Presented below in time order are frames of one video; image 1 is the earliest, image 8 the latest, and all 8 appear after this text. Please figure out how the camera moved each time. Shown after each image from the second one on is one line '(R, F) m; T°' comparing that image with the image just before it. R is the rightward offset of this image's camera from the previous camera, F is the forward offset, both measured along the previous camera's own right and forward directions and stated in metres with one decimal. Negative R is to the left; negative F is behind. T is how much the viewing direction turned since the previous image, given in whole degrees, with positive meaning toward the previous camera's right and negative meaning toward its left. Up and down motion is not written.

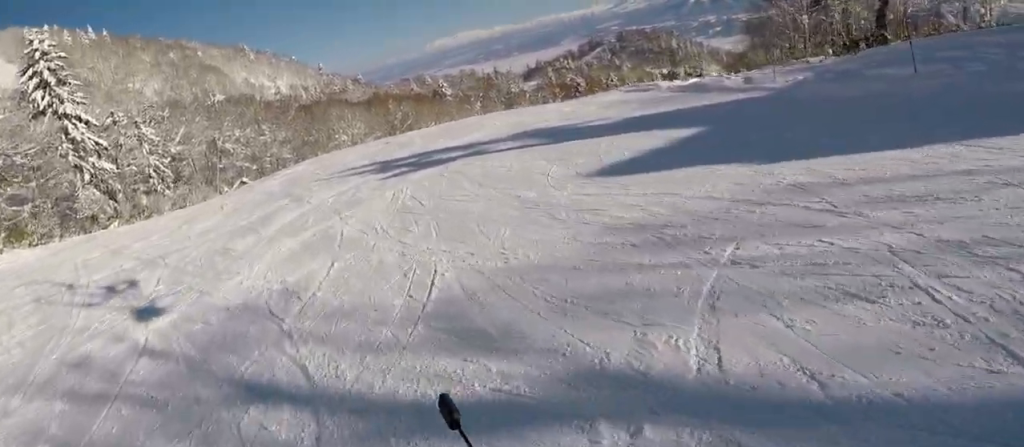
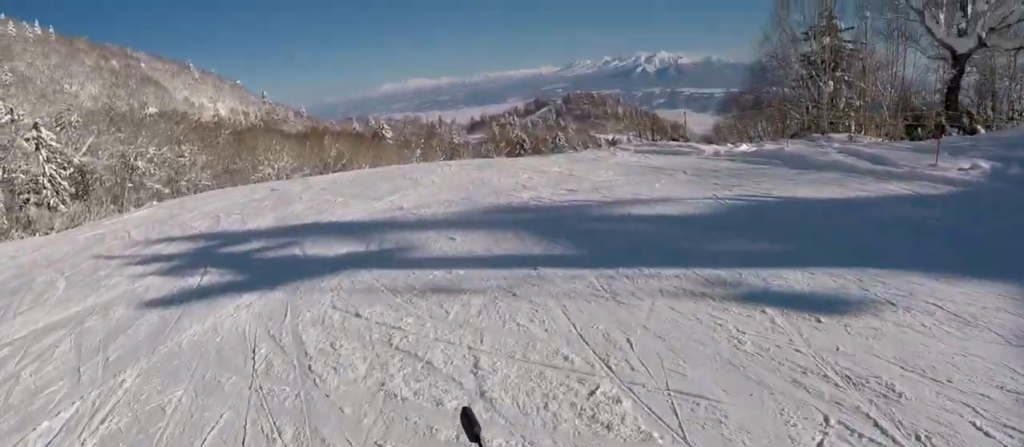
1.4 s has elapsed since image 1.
(-0.4, +10.7) m; +3°
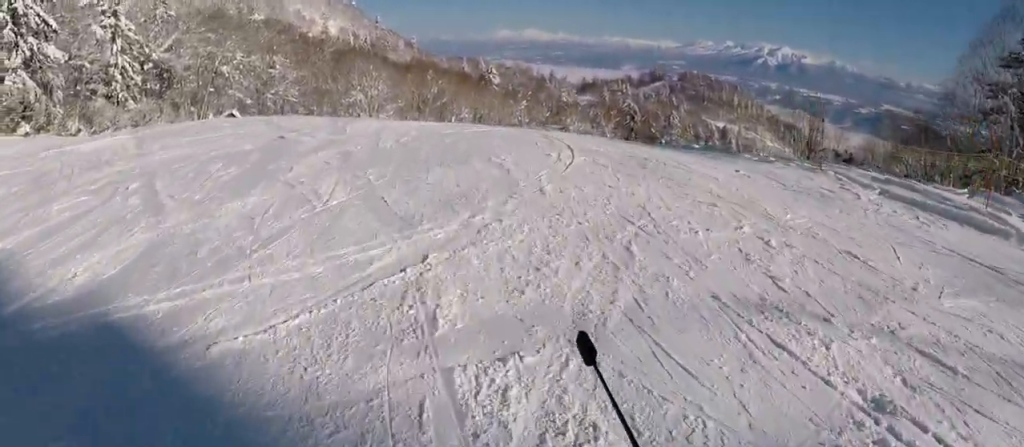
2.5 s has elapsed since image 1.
(+0.7, +8.7) m; +1°
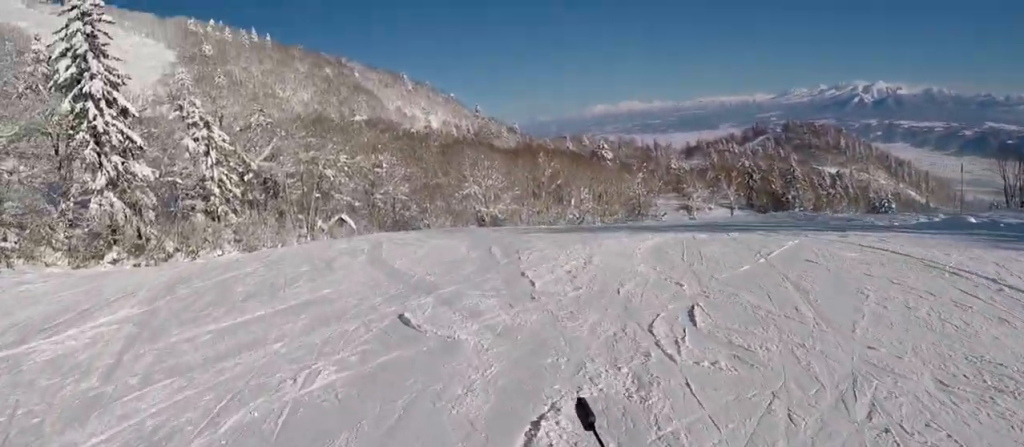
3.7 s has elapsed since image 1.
(-1.1, +8.4) m; -12°
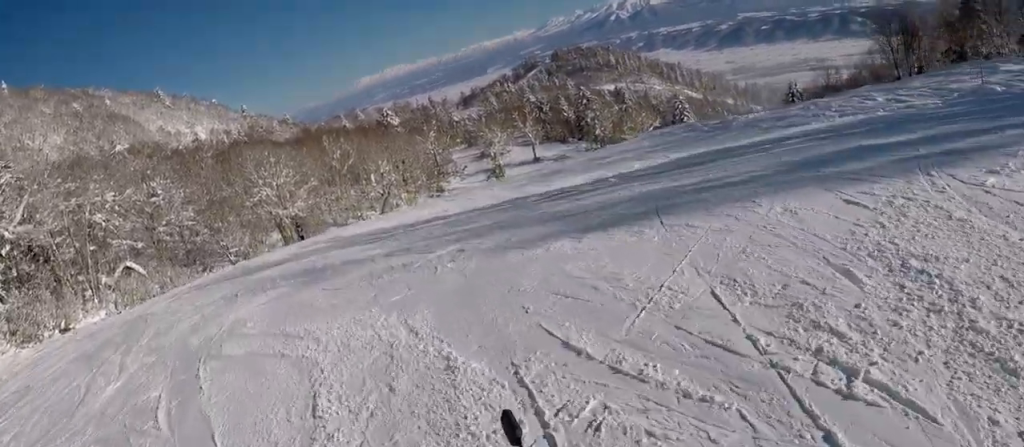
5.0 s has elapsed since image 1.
(-0.5, +8.3) m; +1°
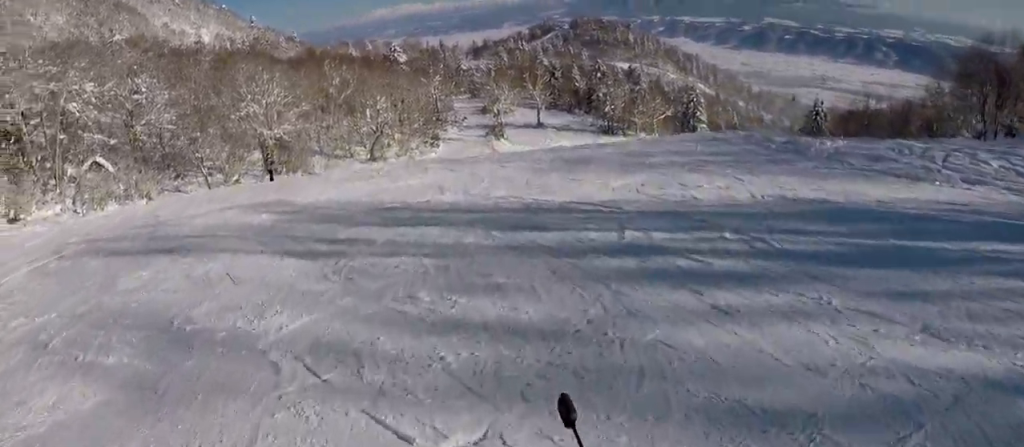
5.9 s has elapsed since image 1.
(+0.3, +5.2) m; +6°
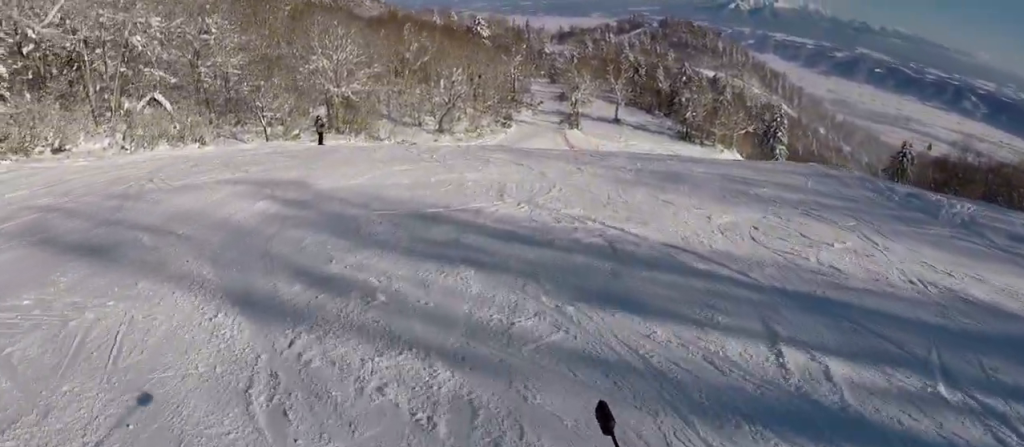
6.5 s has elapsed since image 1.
(-0.1, +3.2) m; +3°
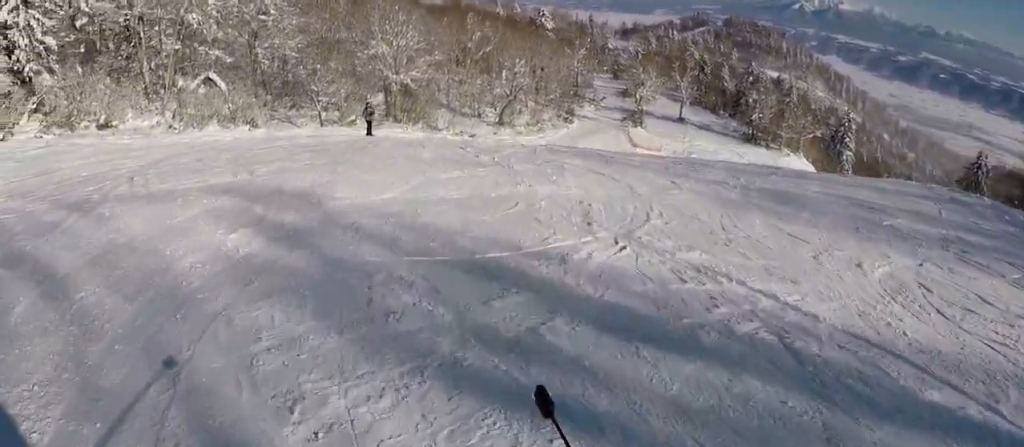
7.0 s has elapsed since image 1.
(+0.3, +3.0) m; +2°
